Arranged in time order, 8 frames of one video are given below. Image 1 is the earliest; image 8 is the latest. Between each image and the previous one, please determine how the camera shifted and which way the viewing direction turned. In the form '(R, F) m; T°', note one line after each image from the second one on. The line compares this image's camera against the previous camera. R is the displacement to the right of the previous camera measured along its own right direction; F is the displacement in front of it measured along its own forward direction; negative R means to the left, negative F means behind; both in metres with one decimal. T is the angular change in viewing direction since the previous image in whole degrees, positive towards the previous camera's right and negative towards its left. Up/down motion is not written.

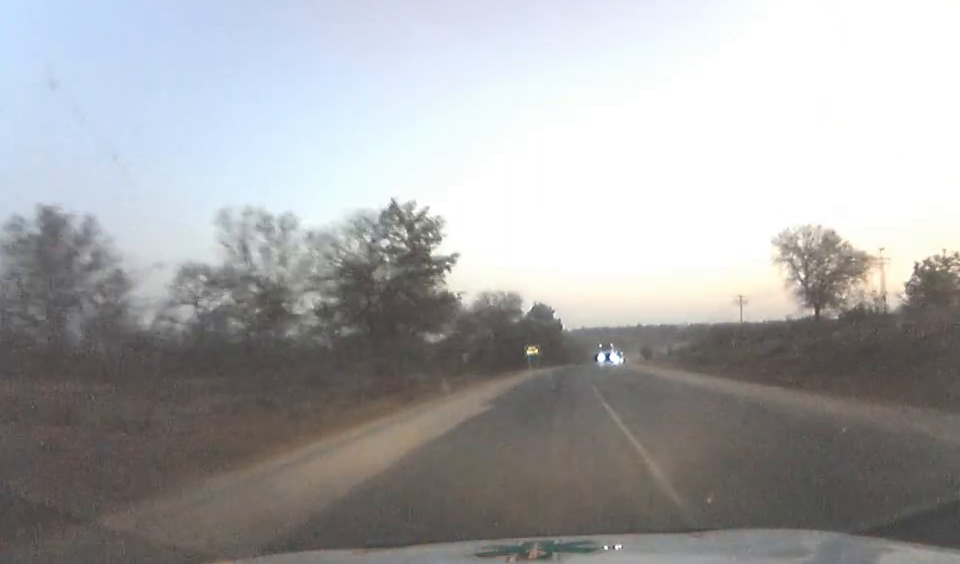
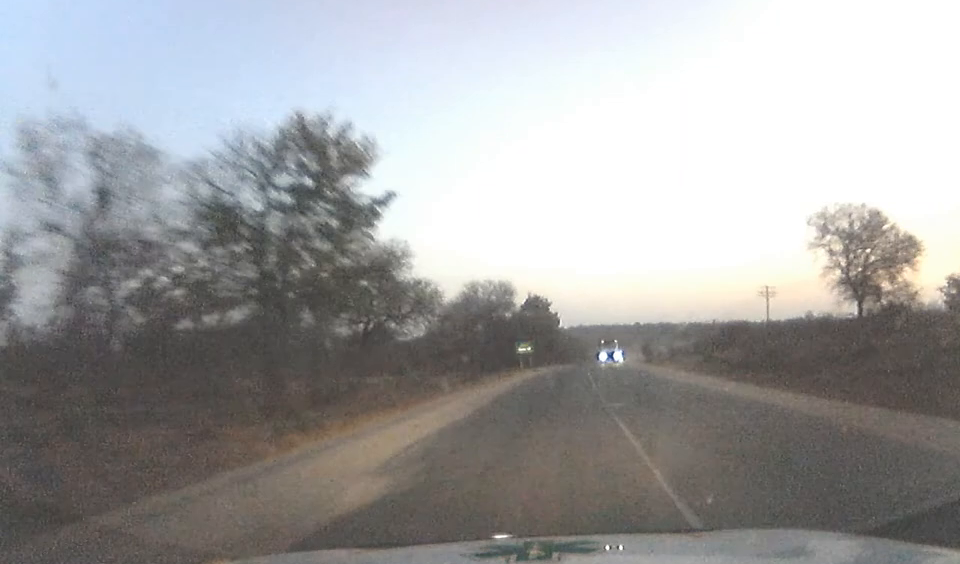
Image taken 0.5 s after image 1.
(+0.1, +13.8) m; 0°
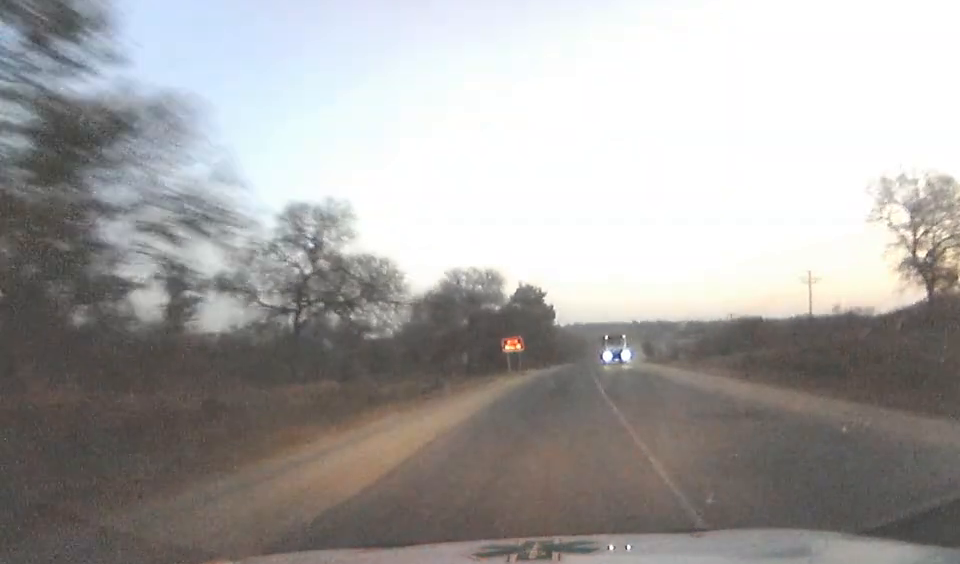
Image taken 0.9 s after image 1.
(0.0, +13.6) m; 0°
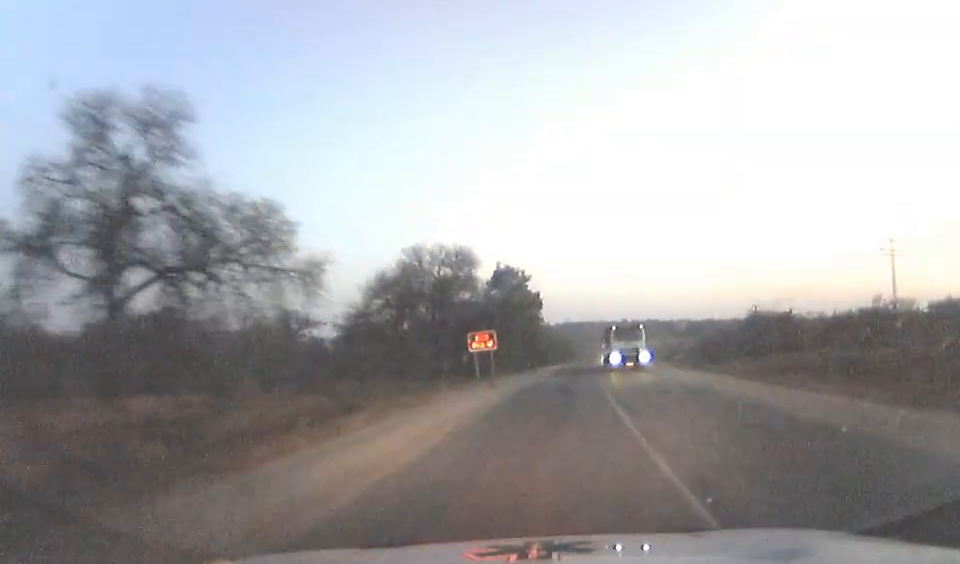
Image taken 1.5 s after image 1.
(0.0, +17.2) m; +1°
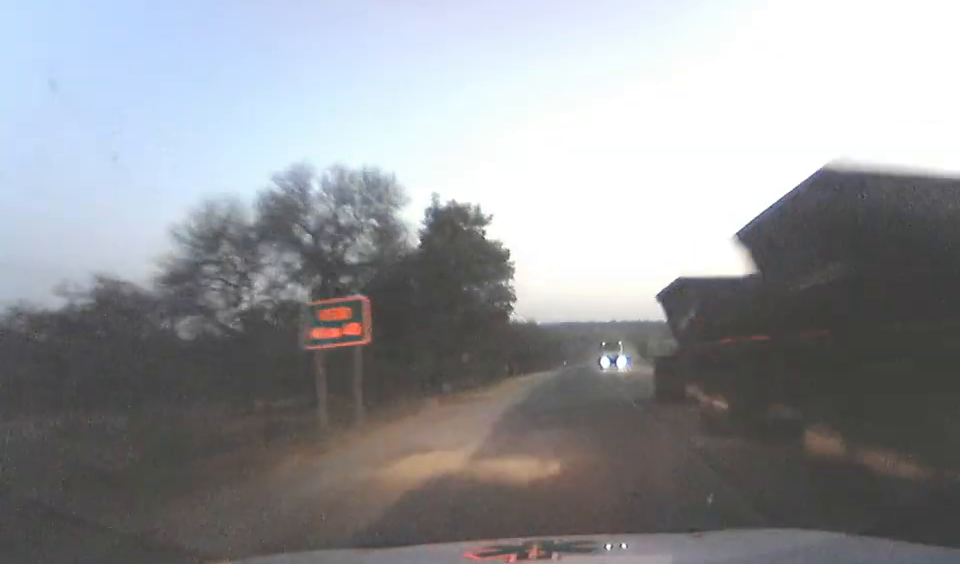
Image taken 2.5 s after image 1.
(+0.5, +28.2) m; +2°
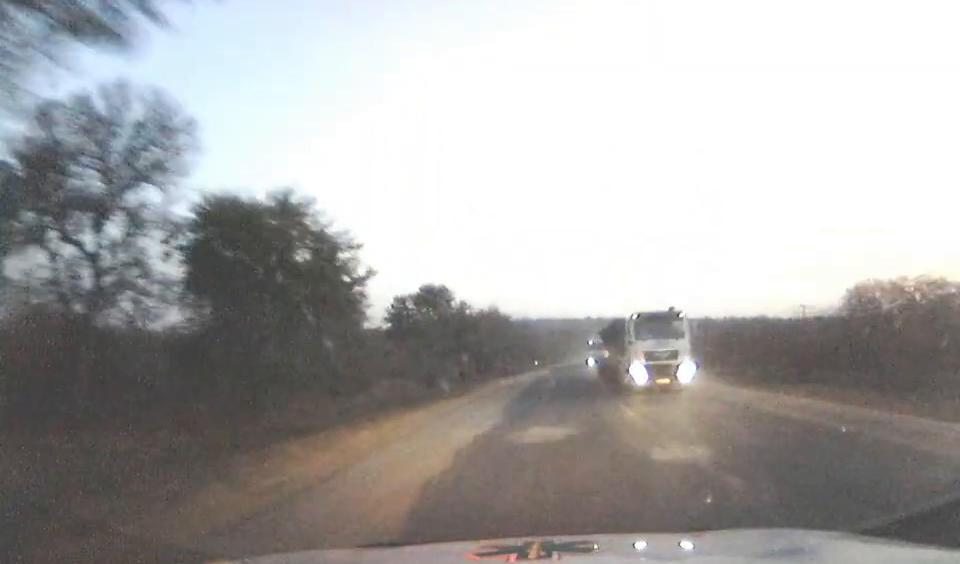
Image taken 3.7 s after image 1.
(+0.4, +34.1) m; +1°
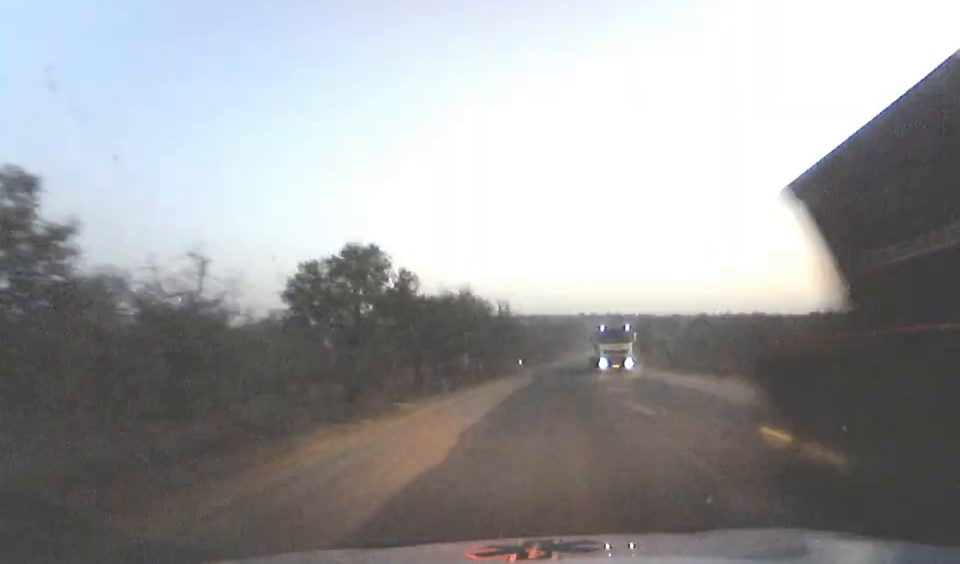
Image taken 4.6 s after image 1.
(+0.2, +25.4) m; +1°
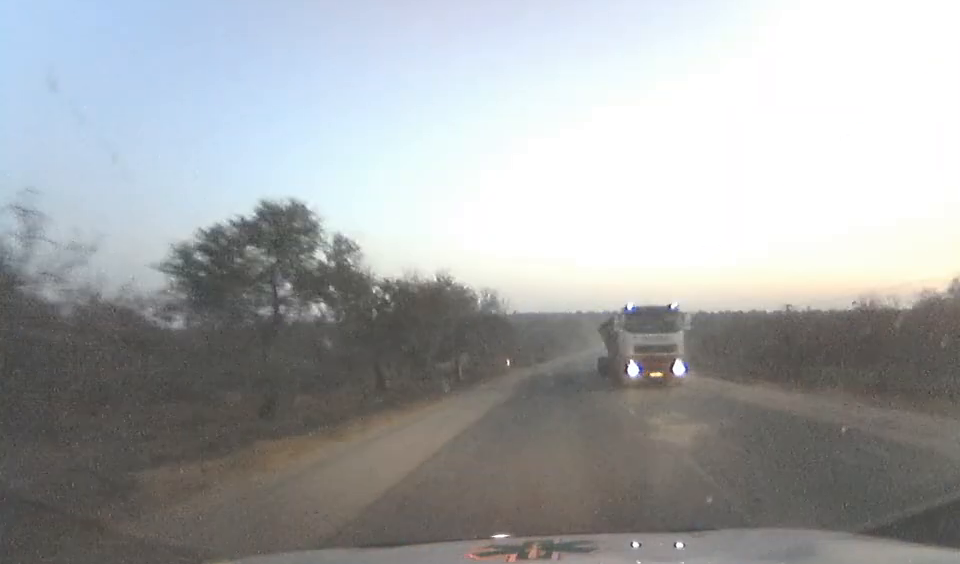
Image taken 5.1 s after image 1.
(+0.2, +14.0) m; +1°
